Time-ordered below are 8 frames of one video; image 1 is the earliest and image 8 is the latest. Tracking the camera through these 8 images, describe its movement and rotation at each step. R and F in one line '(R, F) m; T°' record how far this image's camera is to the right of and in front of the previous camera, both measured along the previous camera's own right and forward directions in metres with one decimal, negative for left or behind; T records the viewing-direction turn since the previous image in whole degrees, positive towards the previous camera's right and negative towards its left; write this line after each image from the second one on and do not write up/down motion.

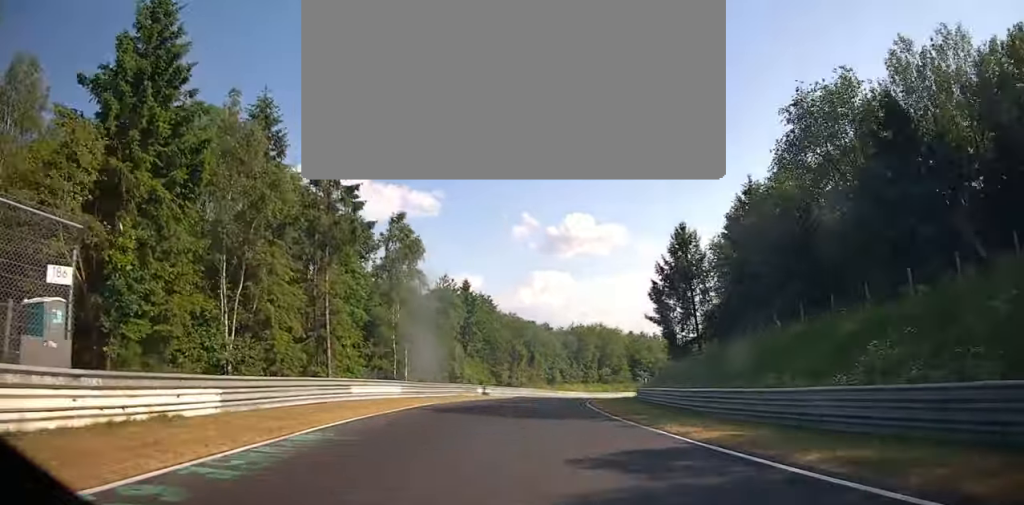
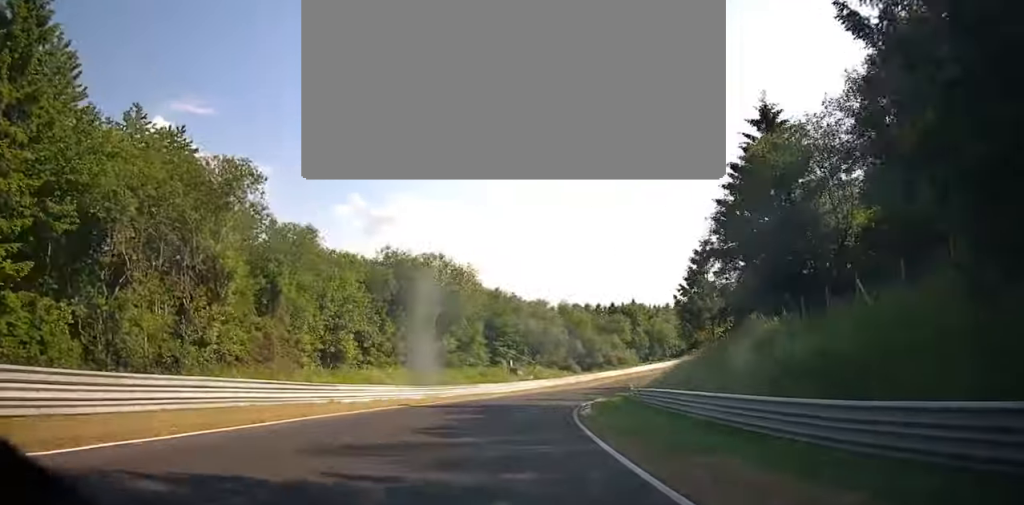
(+7.2, +50.5) m; +18°
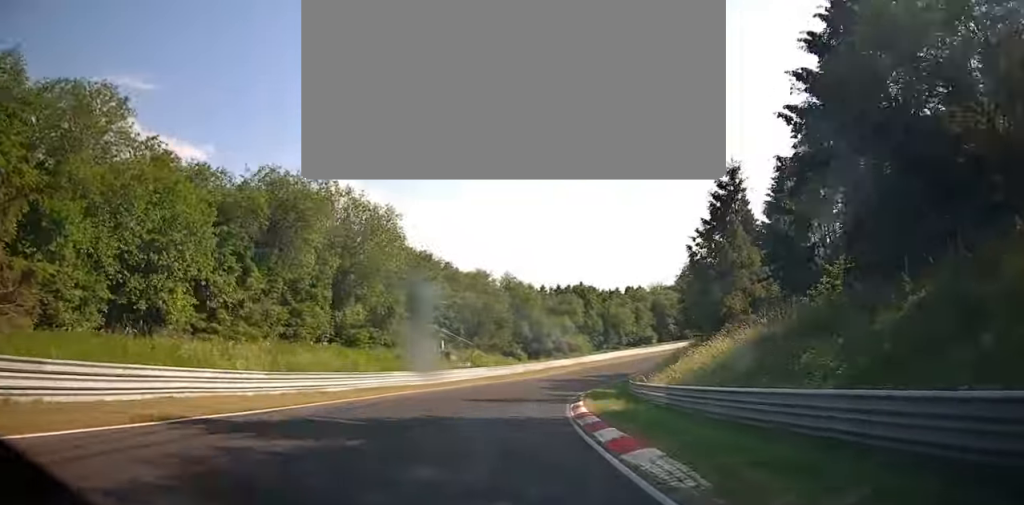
(+0.8, +16.3) m; +7°
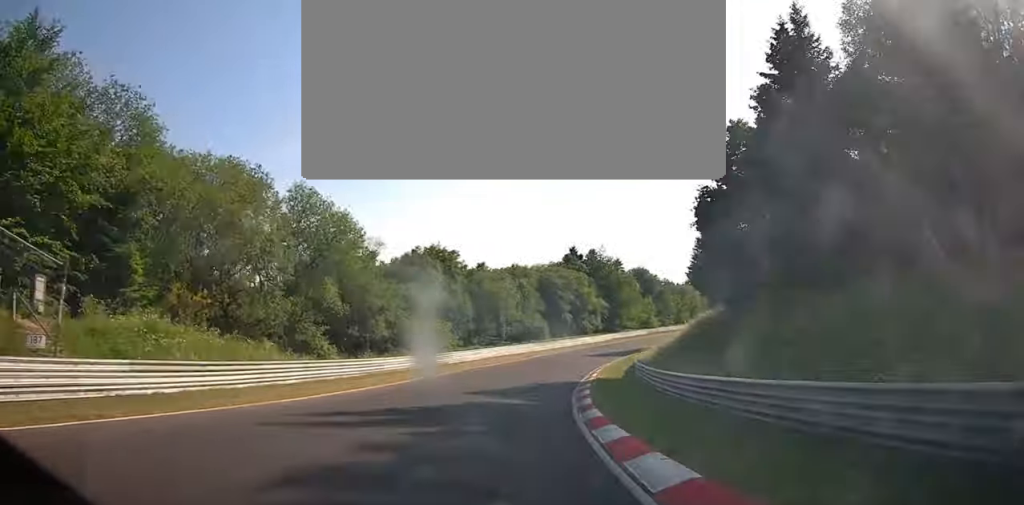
(+6.2, +40.4) m; +16°
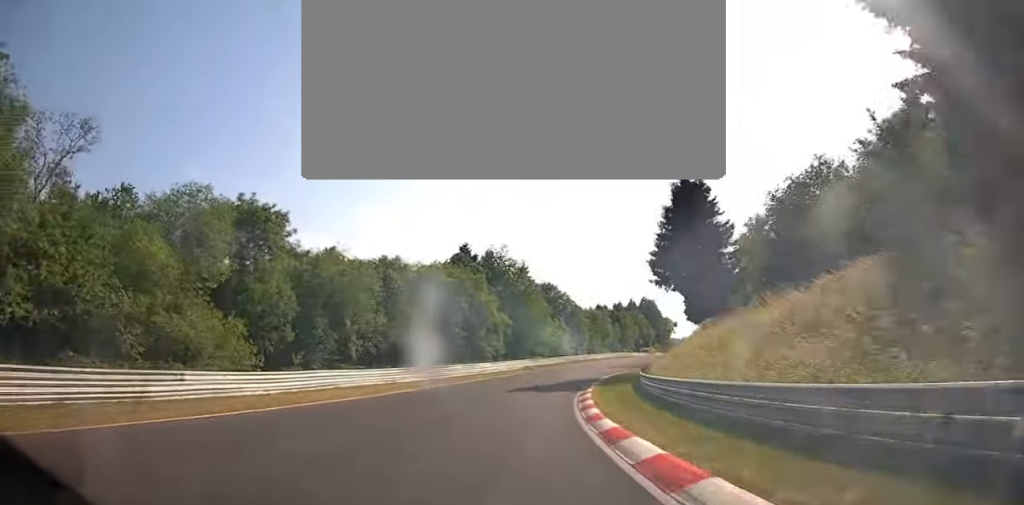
(+2.6, +30.4) m; +9°
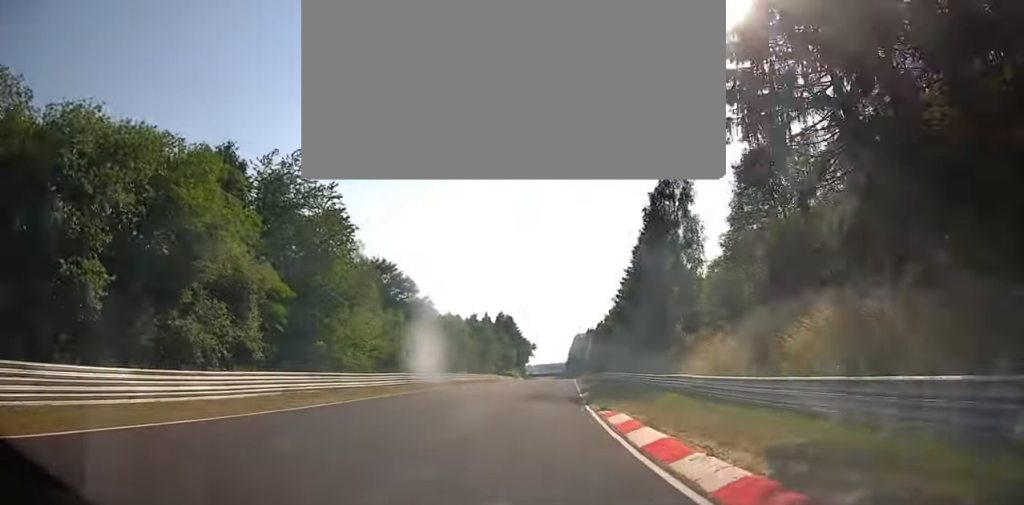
(+4.3, +42.7) m; +11°
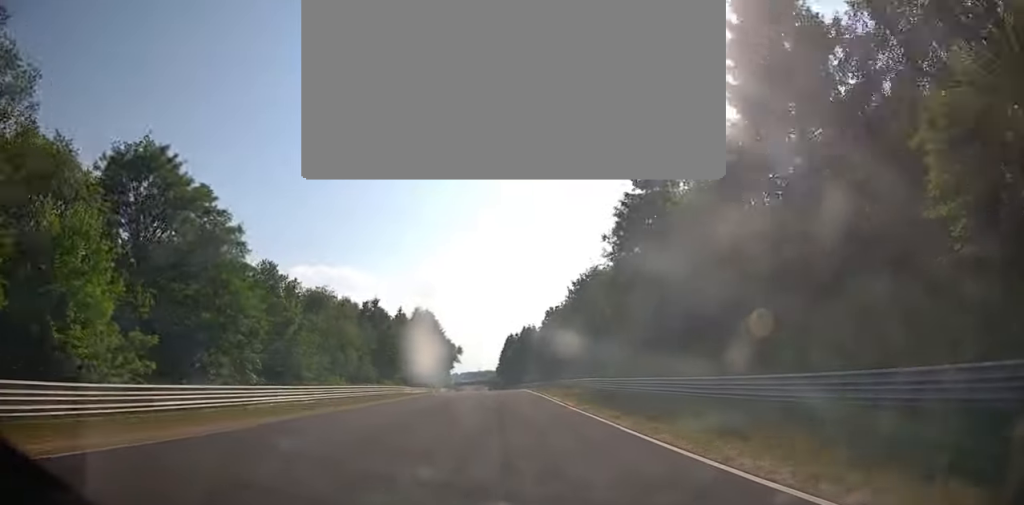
(+3.9, +42.4) m; +8°
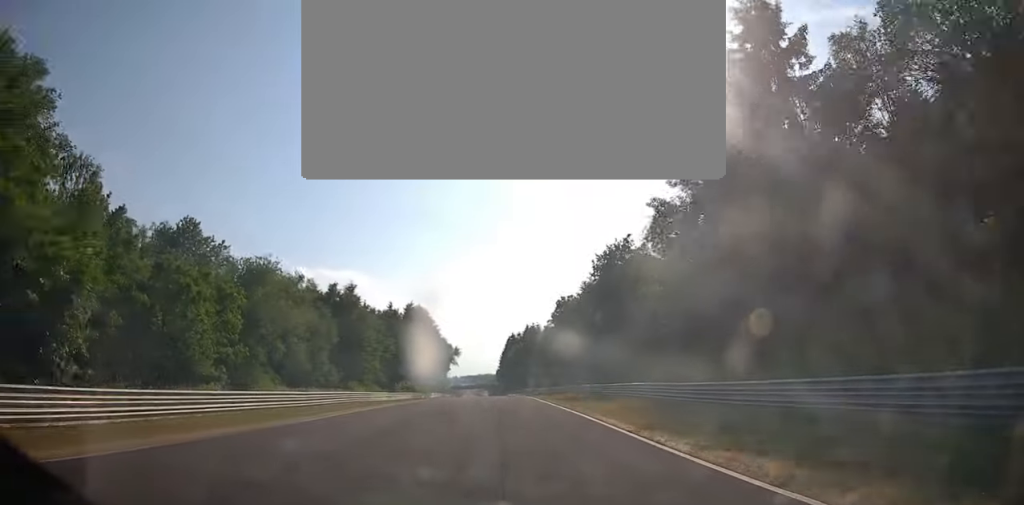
(+1.2, +19.3) m; +1°
